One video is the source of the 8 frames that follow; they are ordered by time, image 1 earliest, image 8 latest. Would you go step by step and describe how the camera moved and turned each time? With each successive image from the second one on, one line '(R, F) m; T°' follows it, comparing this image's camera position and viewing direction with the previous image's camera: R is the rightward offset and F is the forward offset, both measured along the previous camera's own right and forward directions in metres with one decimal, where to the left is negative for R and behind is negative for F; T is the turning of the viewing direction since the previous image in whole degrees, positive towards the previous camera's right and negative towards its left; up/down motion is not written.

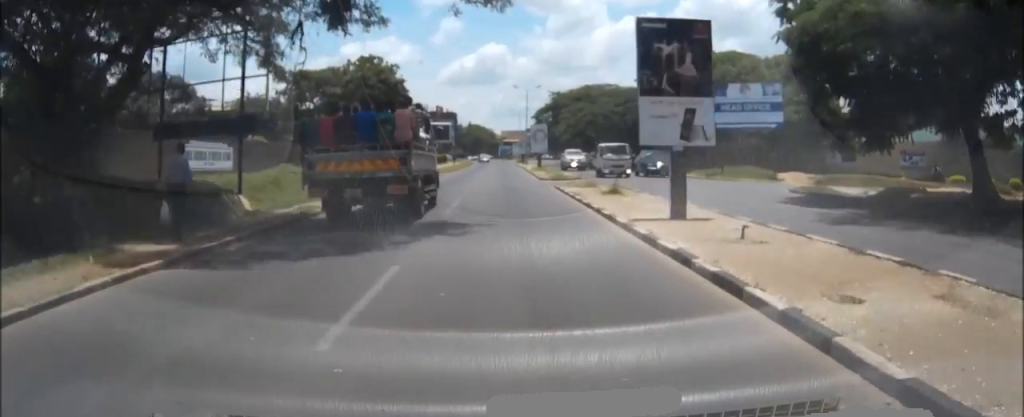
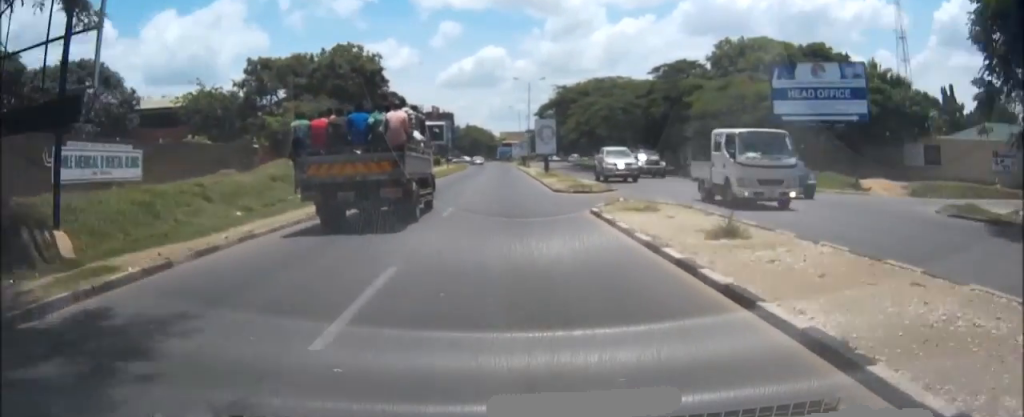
(+0.1, +11.9) m; 0°
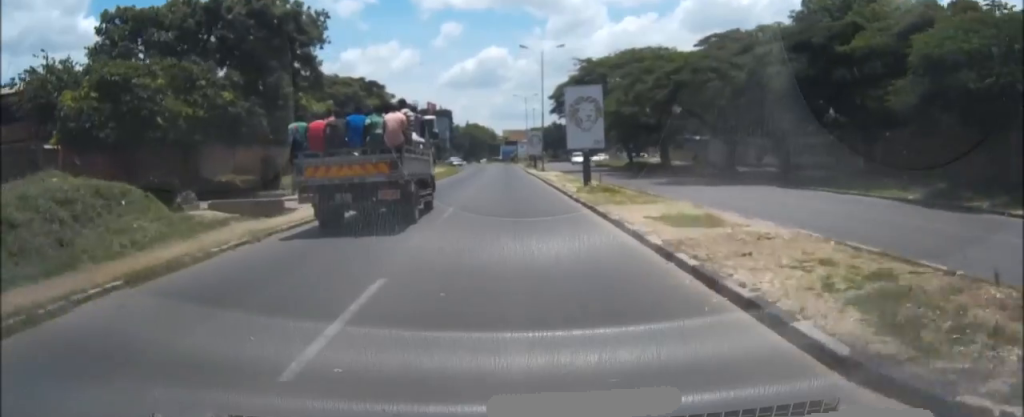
(0.0, +24.9) m; 0°
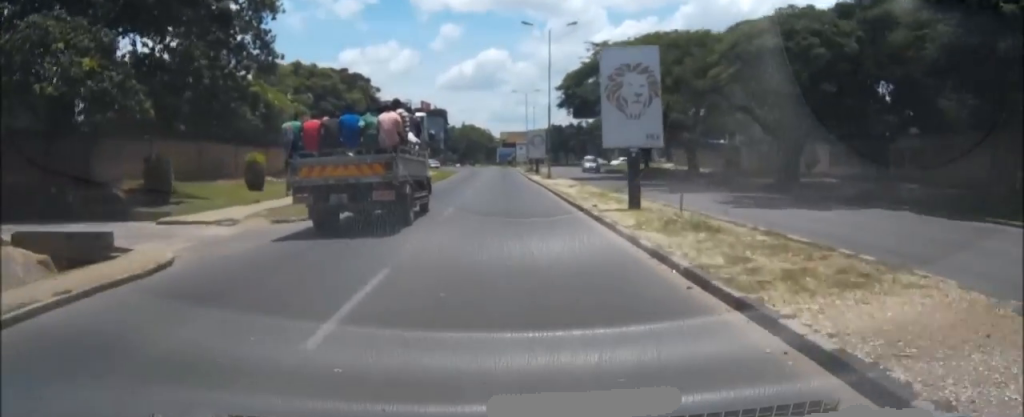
(0.0, +11.4) m; 0°
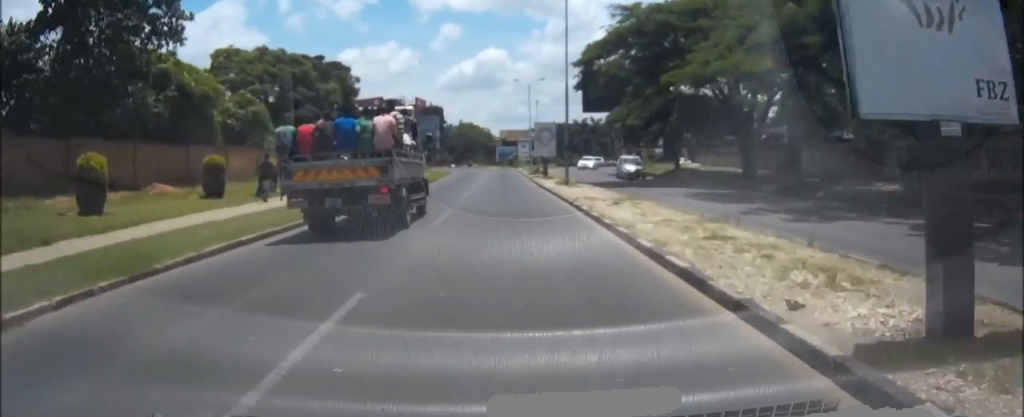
(0.0, +13.6) m; +1°
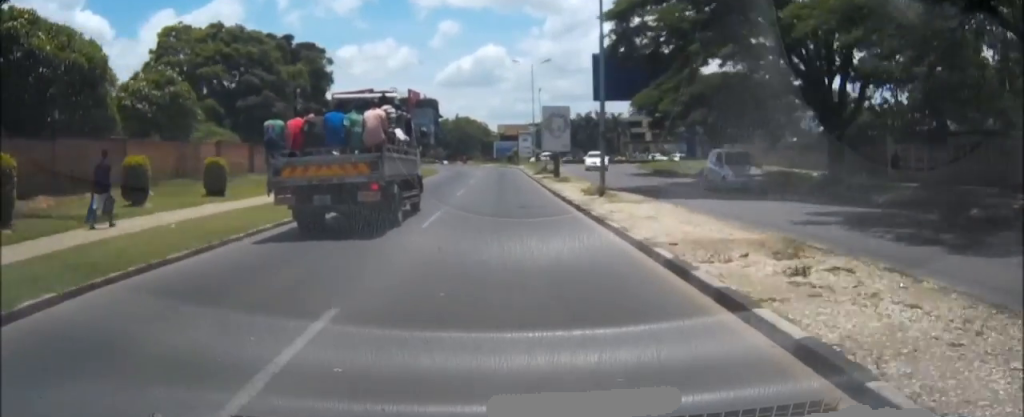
(+0.1, +12.8) m; 0°
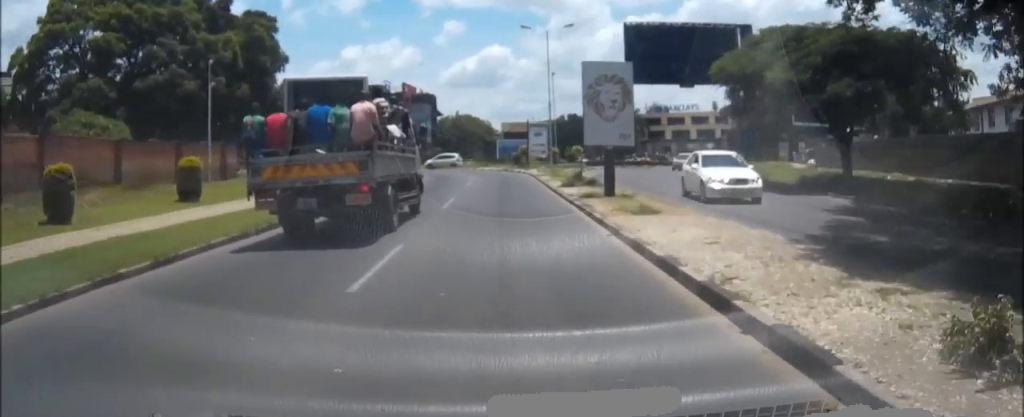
(0.0, +19.3) m; 0°
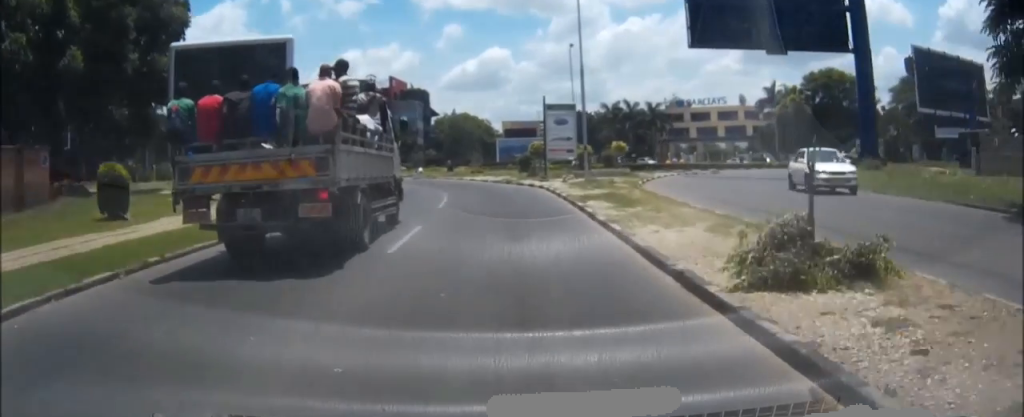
(+0.1, +21.6) m; -1°
